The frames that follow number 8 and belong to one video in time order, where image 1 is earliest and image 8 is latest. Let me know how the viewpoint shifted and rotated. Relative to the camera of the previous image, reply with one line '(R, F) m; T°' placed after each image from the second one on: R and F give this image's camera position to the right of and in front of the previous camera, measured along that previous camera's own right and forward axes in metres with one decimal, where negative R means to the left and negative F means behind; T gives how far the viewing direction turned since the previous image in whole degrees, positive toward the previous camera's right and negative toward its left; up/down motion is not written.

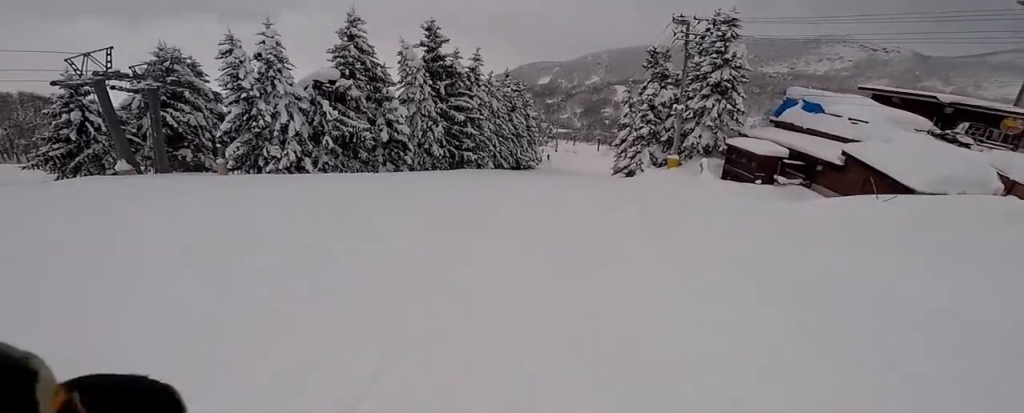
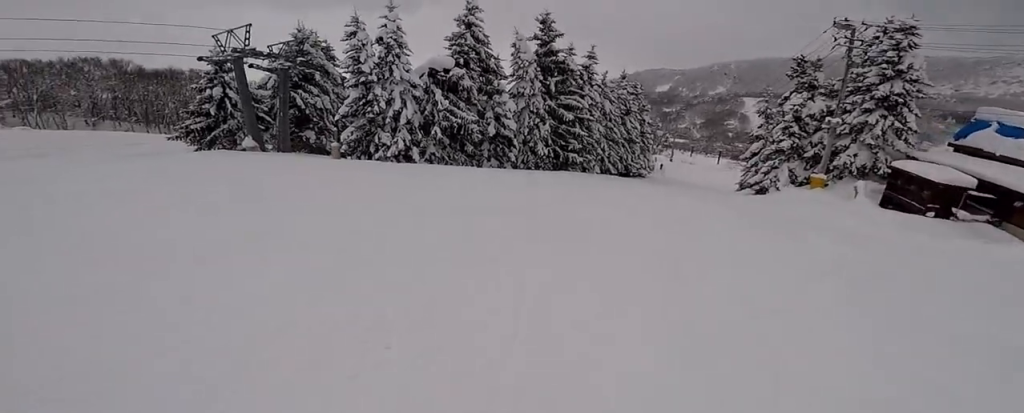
(-1.0, +1.6) m; -6°
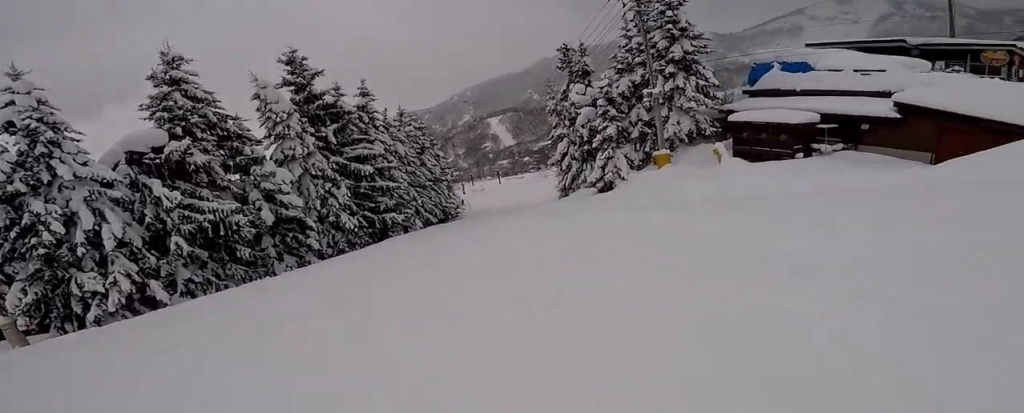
(+0.9, +7.4) m; +17°
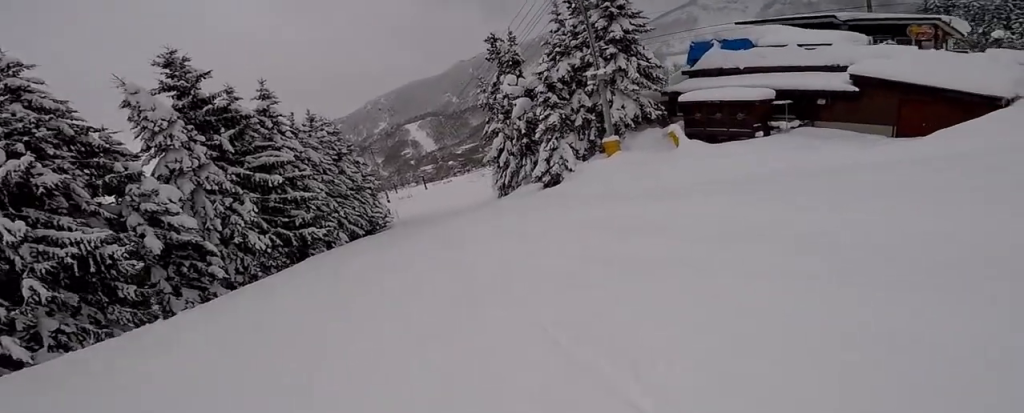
(-0.1, +2.7) m; +7°
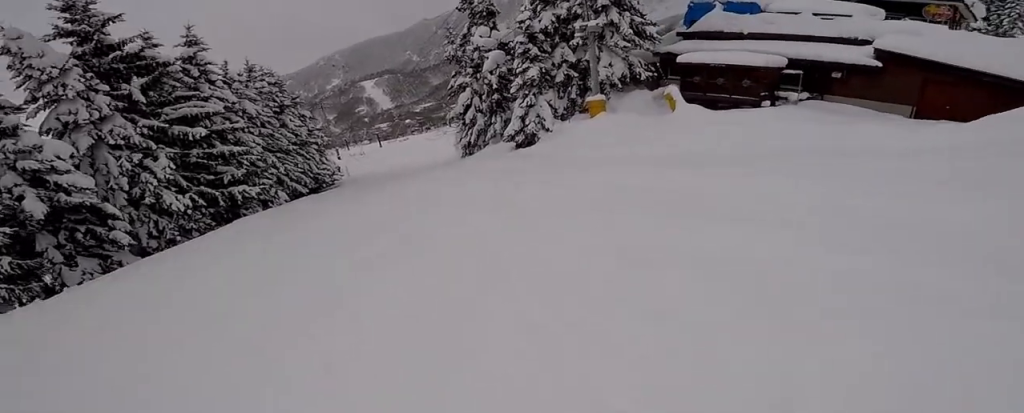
(-0.3, +2.2) m; +6°
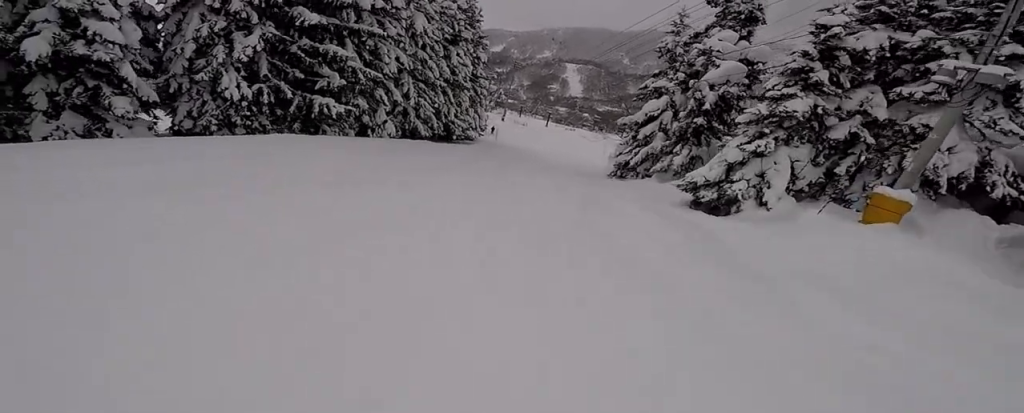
(+0.9, +7.4) m; -5°
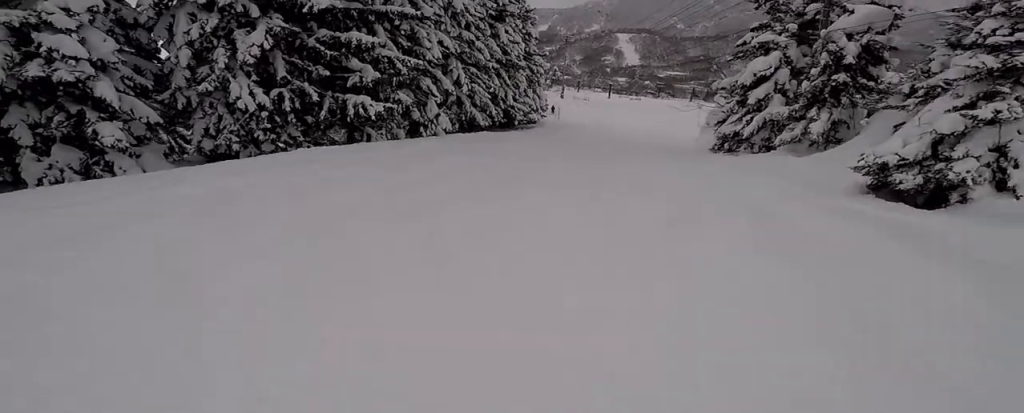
(-0.6, +3.9) m; -9°
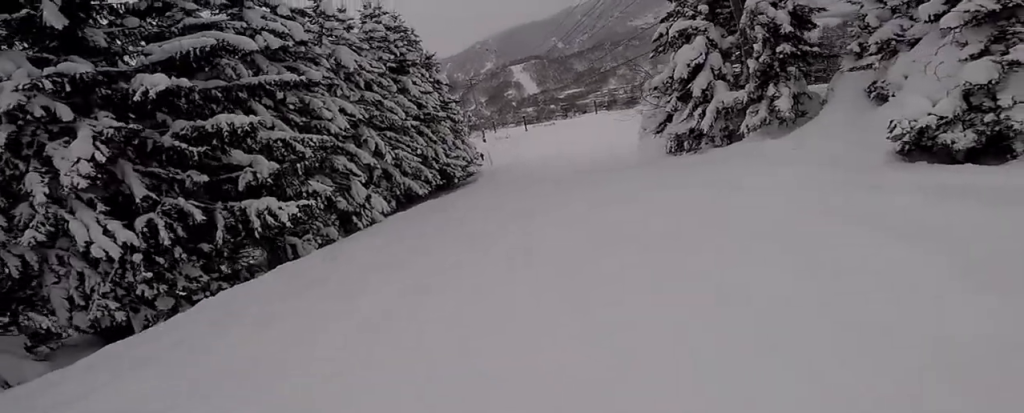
(-0.1, +3.2) m; +7°
